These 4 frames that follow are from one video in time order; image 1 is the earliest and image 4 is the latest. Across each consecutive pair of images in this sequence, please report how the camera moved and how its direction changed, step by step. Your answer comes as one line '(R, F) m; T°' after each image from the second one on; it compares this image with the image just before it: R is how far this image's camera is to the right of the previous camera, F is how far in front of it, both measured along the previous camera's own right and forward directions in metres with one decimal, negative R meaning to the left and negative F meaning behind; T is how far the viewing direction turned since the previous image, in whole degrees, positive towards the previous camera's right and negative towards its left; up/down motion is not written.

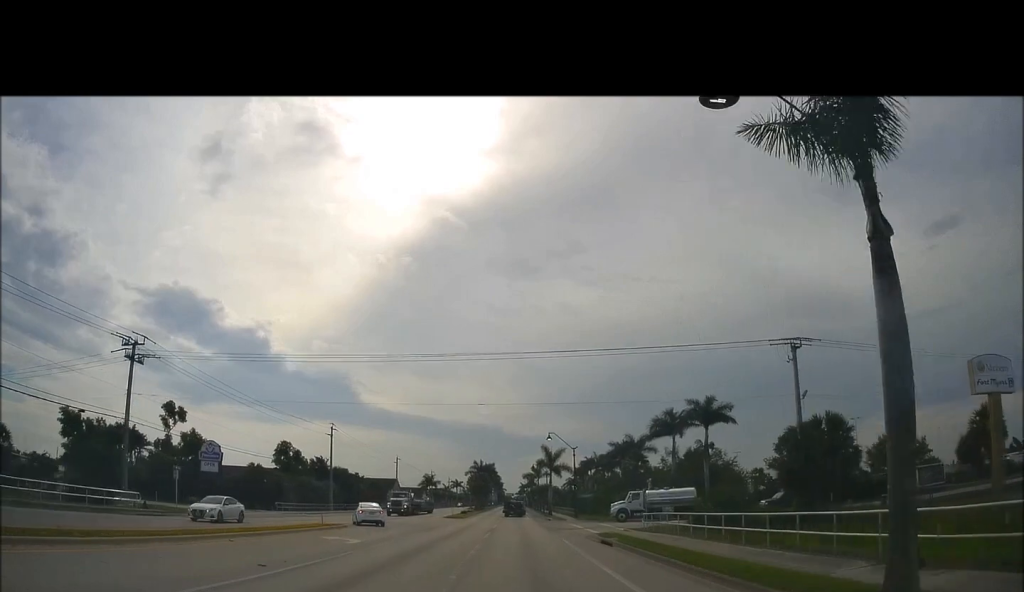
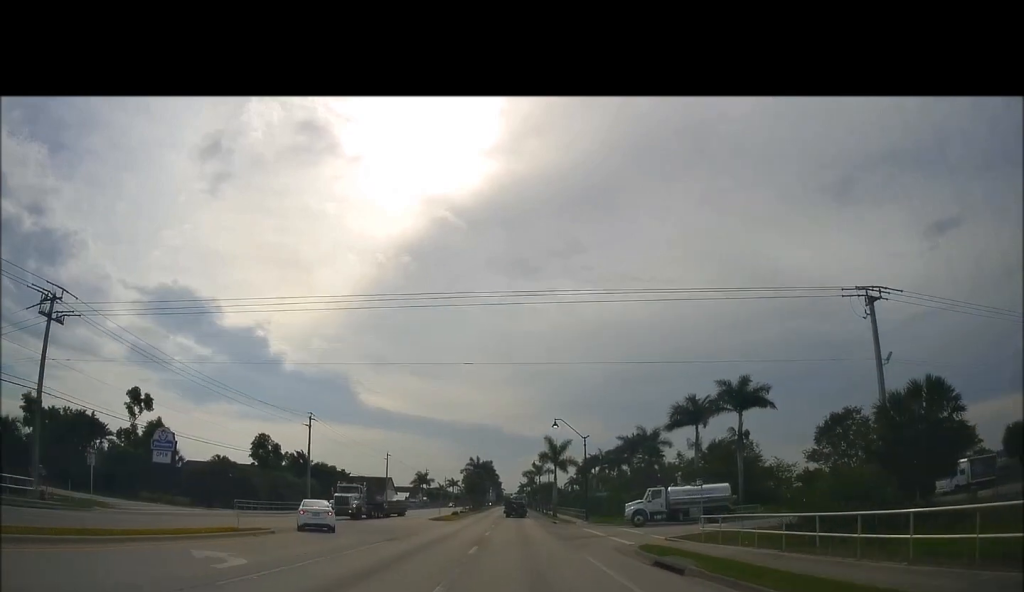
(+0.1, +10.4) m; +1°
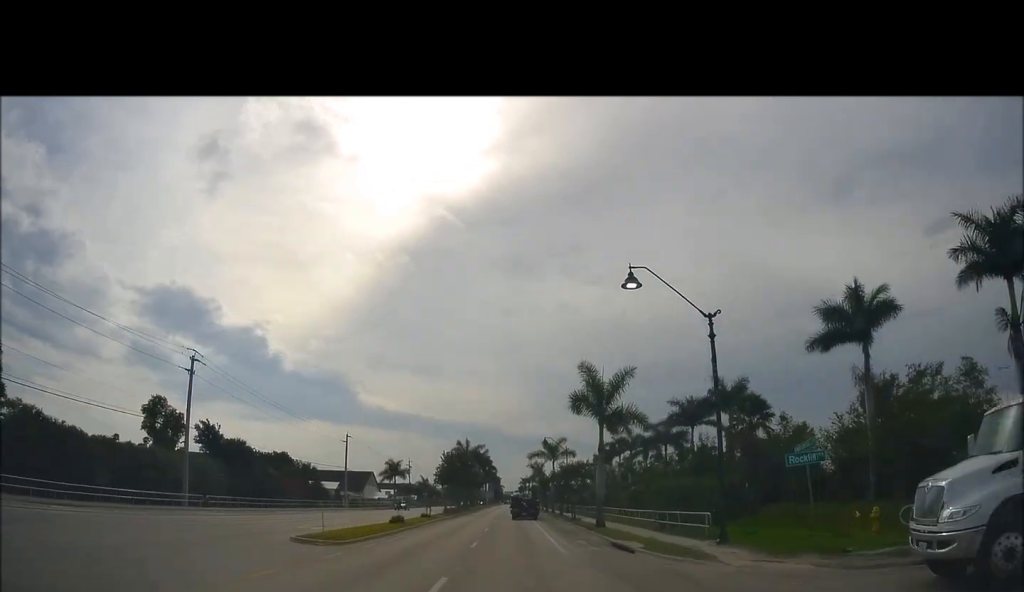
(0.0, +35.1) m; 0°
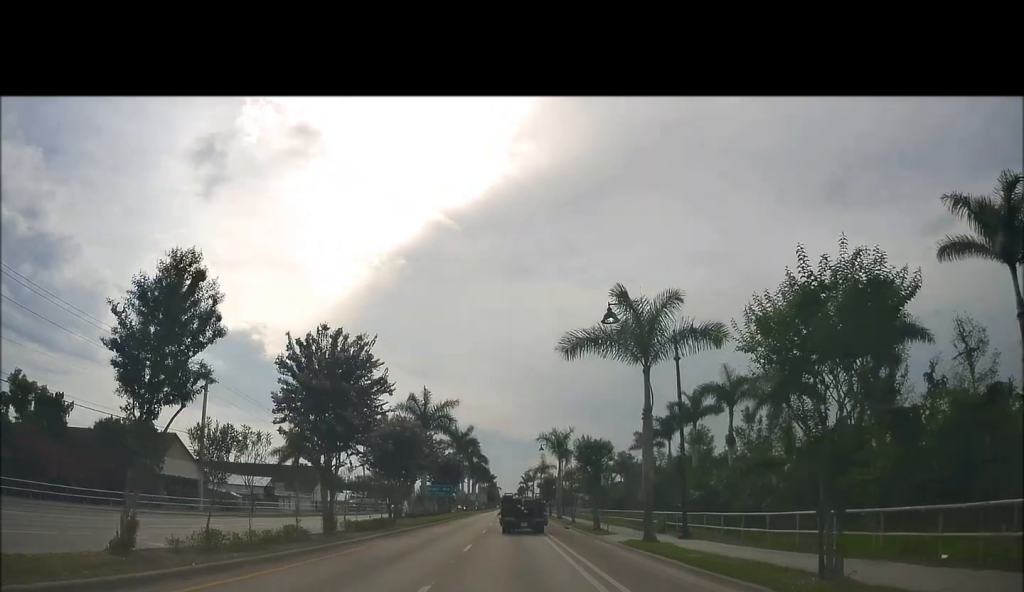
(-0.9, +51.2) m; 0°
